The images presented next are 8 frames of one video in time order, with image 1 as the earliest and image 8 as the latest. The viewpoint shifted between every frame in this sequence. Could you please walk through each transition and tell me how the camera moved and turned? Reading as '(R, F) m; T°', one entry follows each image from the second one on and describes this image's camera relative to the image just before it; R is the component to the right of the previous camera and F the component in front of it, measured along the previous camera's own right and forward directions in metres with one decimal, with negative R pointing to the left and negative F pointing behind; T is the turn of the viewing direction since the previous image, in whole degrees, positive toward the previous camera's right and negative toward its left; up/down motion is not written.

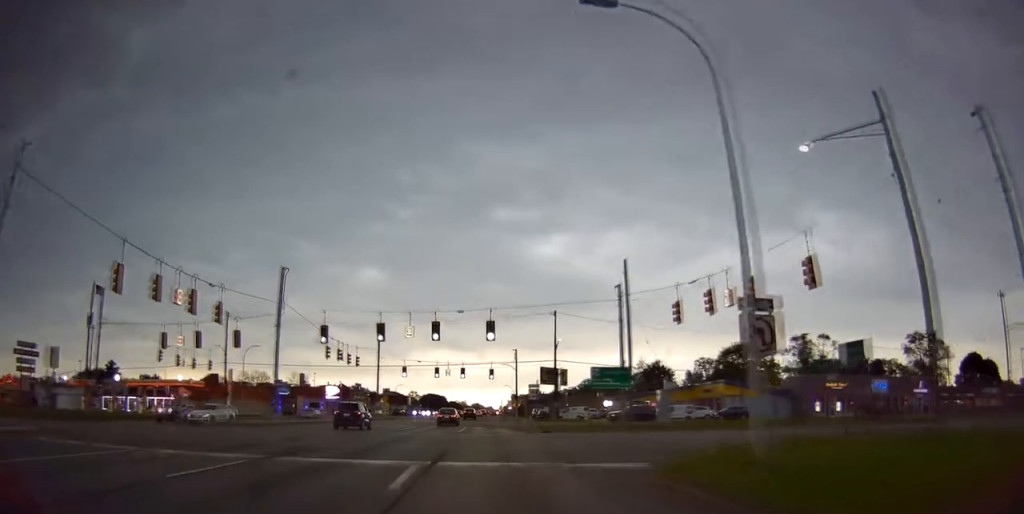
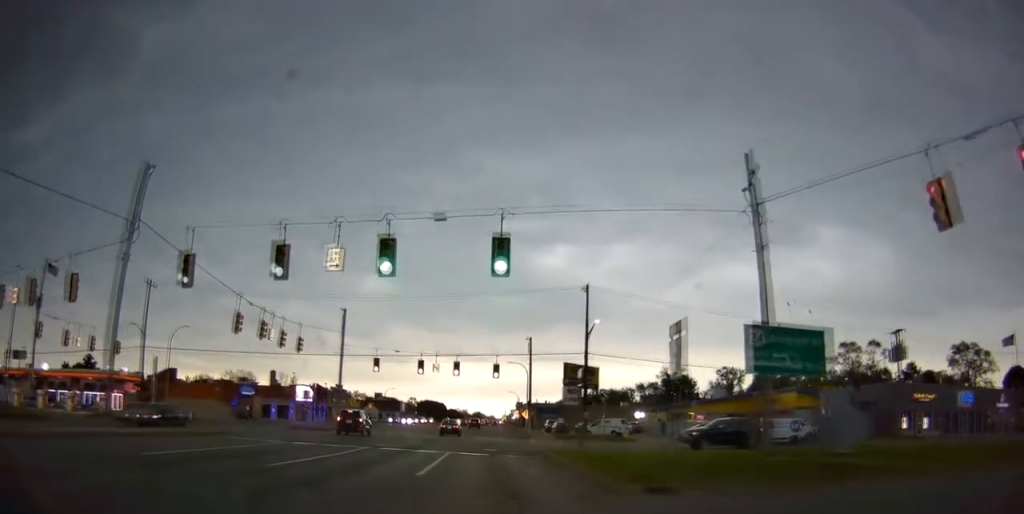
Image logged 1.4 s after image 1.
(+0.2, +24.0) m; +1°
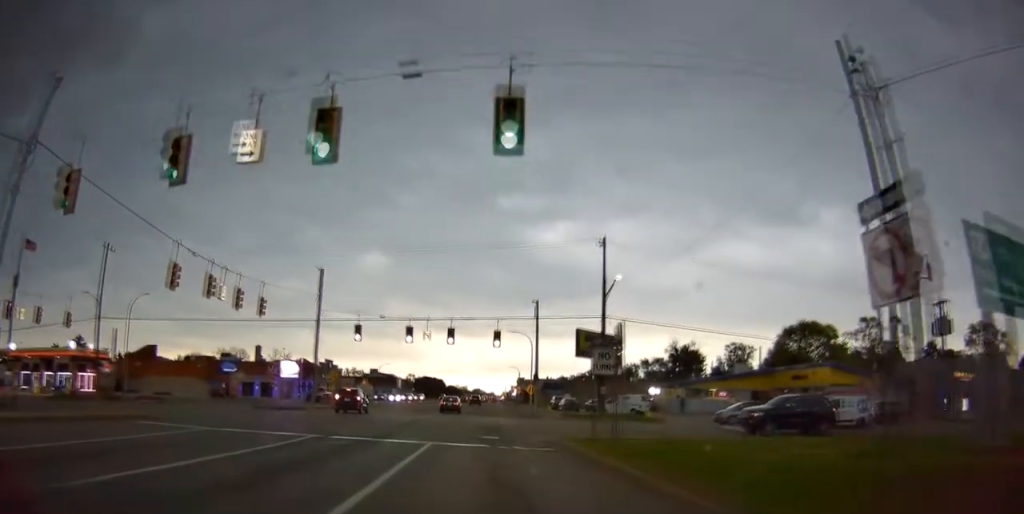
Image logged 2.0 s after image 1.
(0.0, +8.9) m; 0°
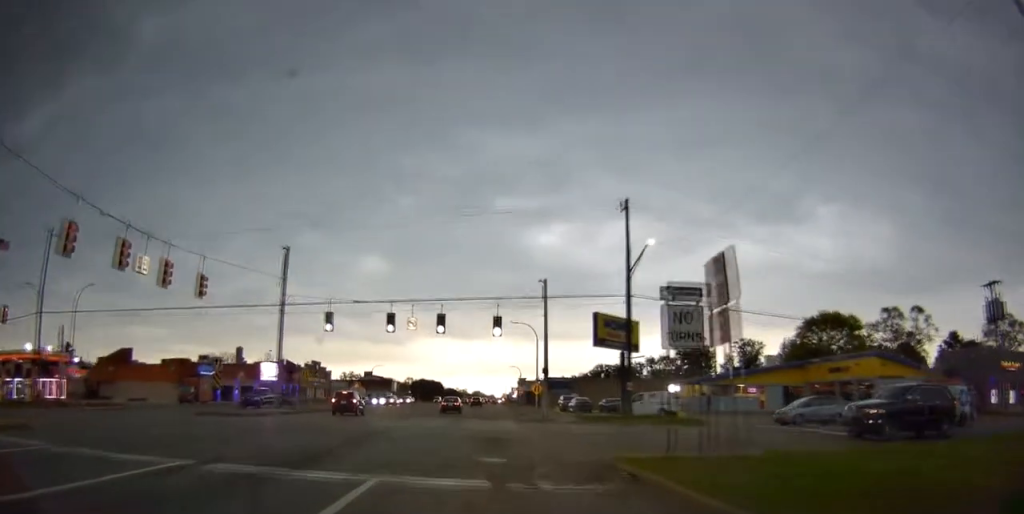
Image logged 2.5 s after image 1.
(0.0, +9.5) m; 0°
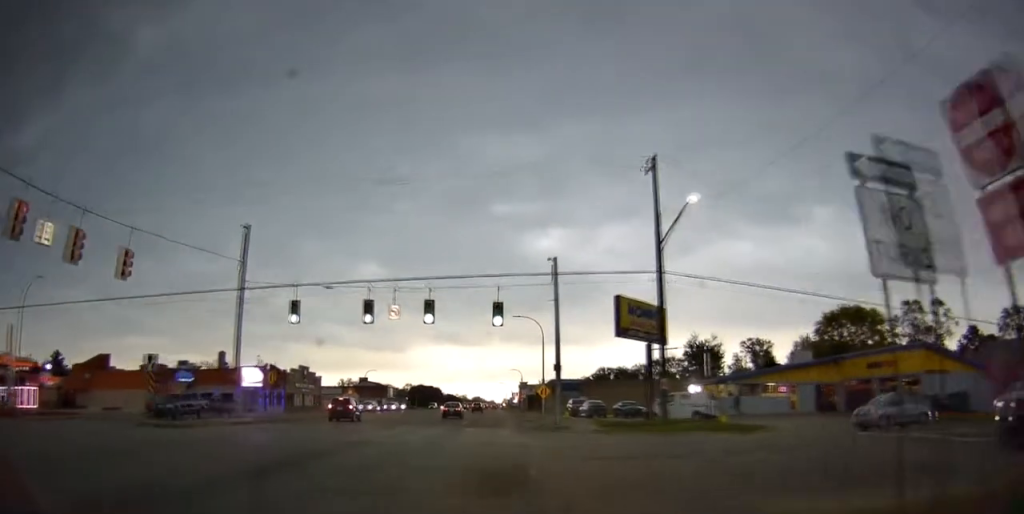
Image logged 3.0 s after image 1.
(0.0, +5.8) m; 0°
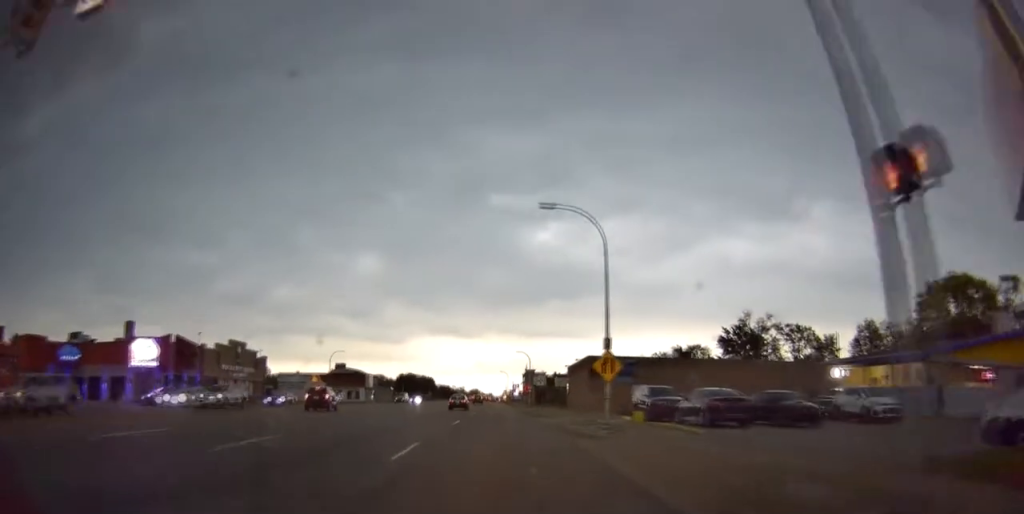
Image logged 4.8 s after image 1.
(-0.1, +23.3) m; 0°
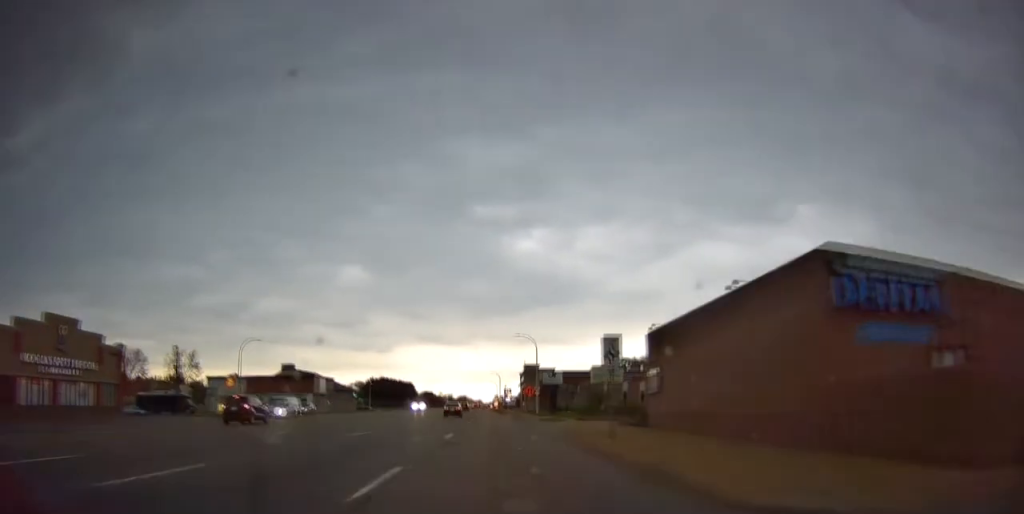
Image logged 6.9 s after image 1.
(-0.5, +35.0) m; -1°
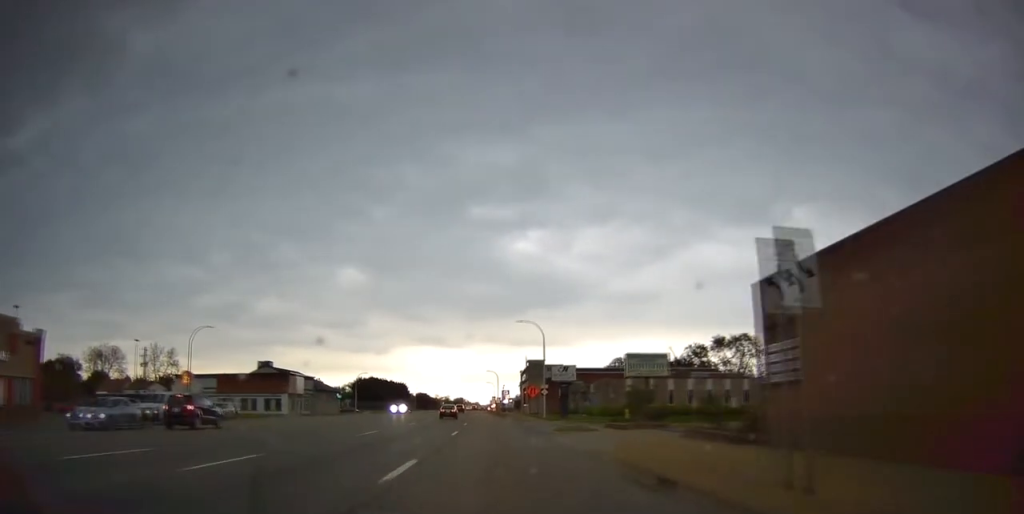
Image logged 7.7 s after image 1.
(+0.1, +12.5) m; +2°
